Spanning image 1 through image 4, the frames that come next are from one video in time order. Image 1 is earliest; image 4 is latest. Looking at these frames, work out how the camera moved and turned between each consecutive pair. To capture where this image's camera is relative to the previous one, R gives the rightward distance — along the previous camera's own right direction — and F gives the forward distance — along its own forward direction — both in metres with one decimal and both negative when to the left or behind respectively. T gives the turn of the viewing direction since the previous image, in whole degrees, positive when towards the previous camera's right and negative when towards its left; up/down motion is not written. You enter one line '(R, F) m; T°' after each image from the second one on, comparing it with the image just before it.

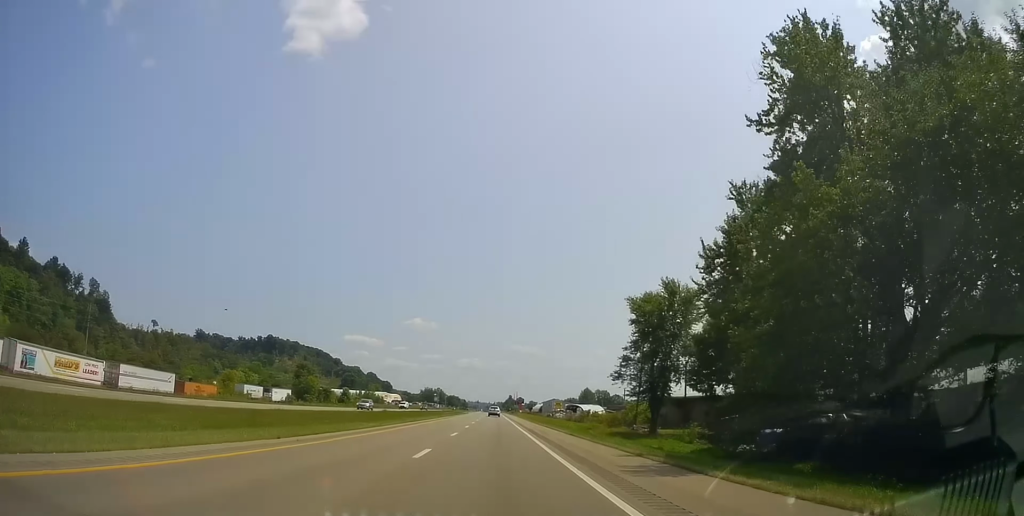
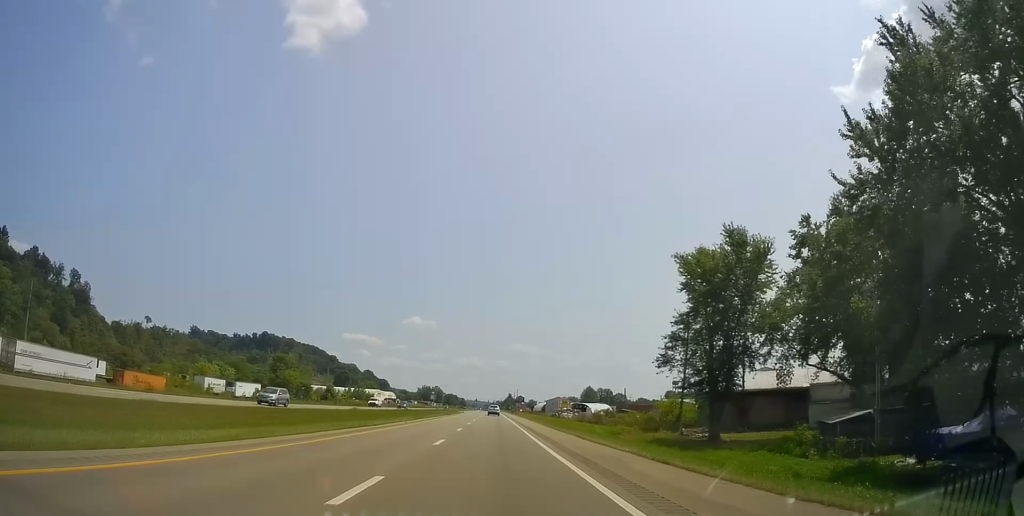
(0.0, +20.0) m; 0°
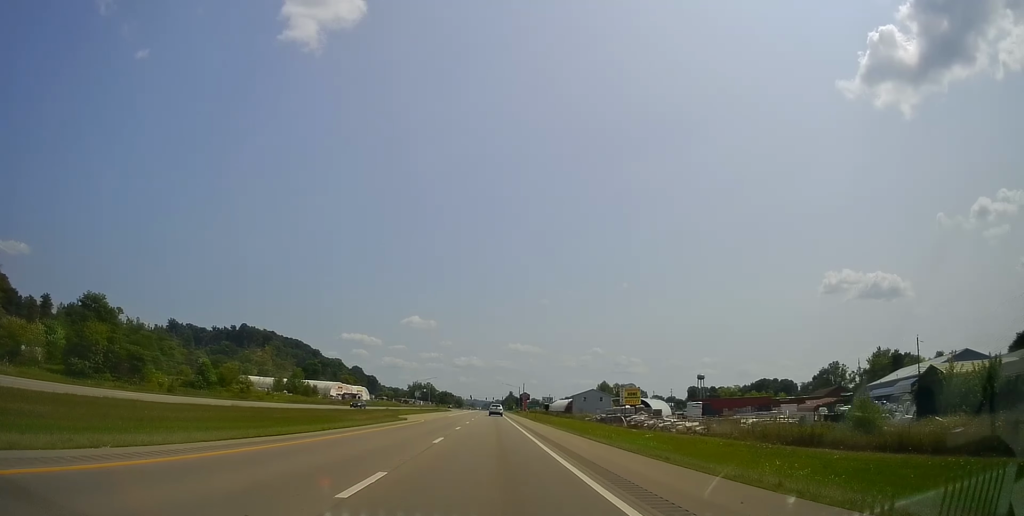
(-0.1, +86.4) m; 0°
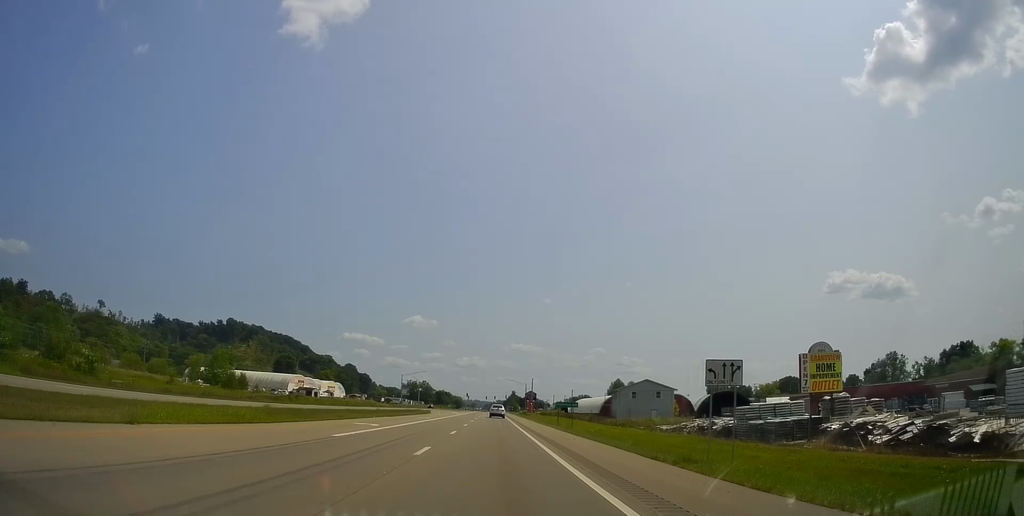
(+1.2, +55.0) m; +1°
